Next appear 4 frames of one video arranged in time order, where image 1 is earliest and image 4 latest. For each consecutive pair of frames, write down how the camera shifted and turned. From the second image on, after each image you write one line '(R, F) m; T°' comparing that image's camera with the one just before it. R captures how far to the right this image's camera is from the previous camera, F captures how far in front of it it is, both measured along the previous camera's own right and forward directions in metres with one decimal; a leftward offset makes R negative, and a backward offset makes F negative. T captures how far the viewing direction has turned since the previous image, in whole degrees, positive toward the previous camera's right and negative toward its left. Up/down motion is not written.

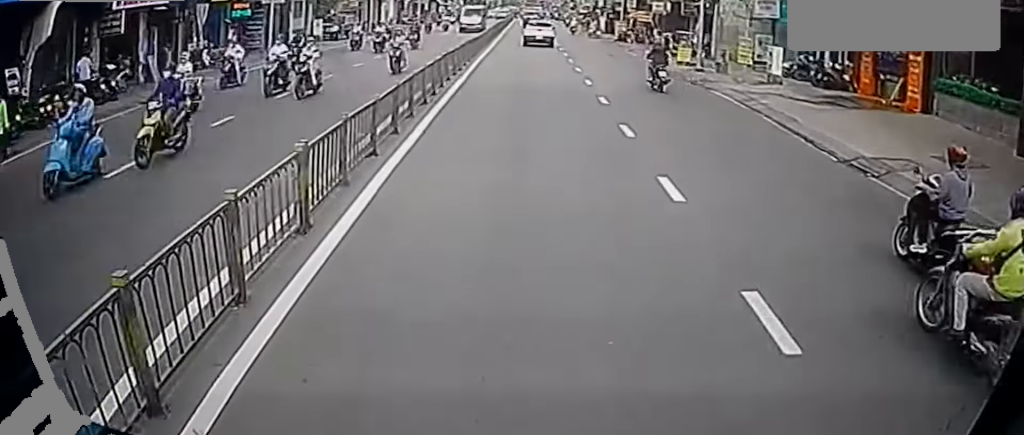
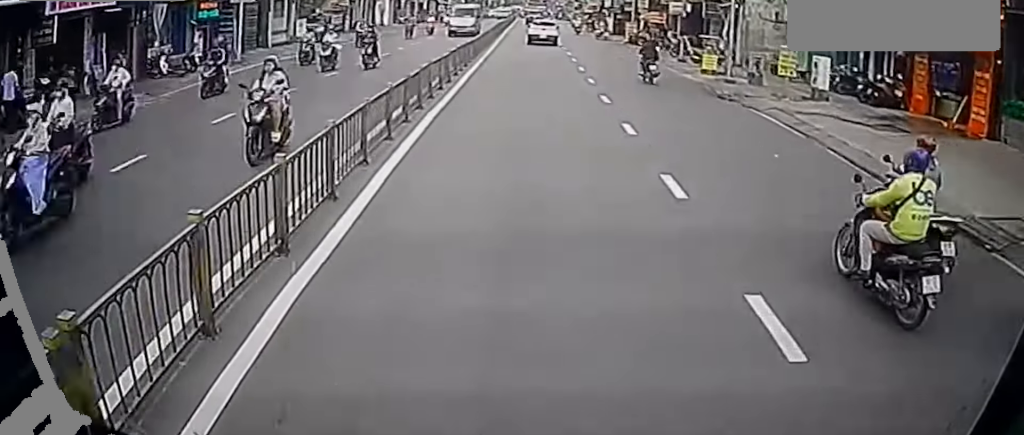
(-0.1, +3.7) m; -2°
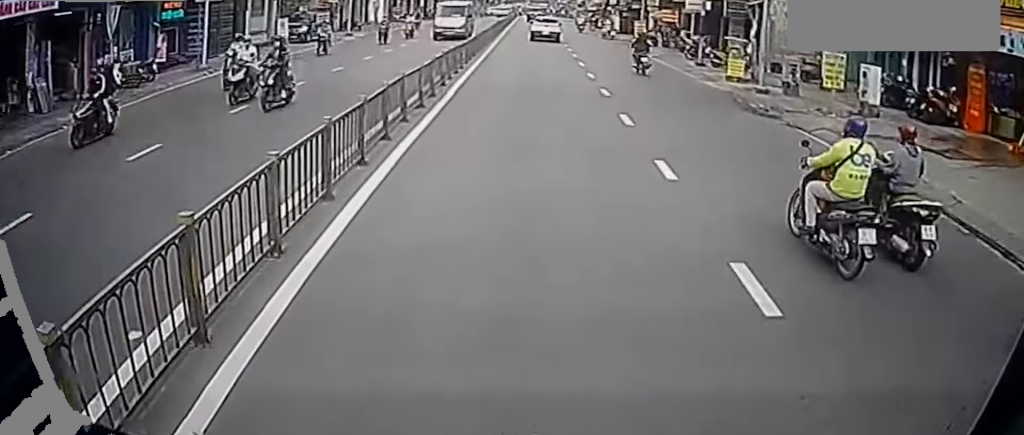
(0.0, +3.7) m; 0°
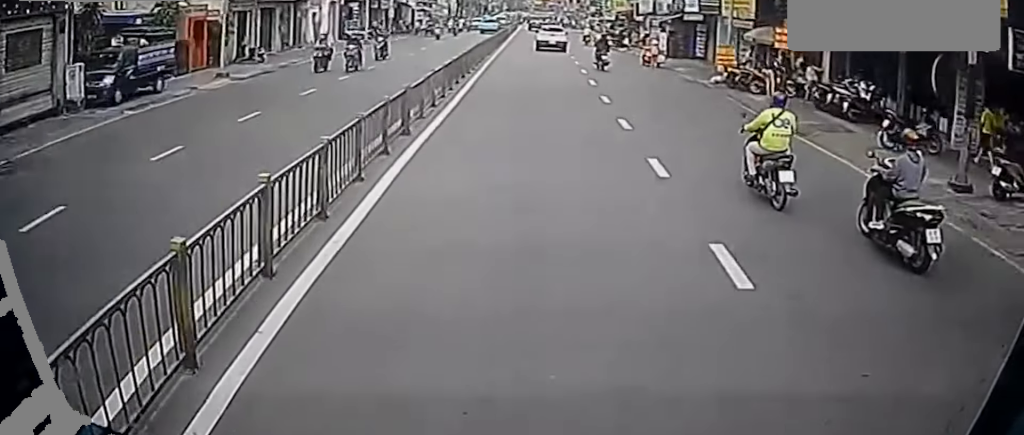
(+0.5, +18.2) m; +4°
